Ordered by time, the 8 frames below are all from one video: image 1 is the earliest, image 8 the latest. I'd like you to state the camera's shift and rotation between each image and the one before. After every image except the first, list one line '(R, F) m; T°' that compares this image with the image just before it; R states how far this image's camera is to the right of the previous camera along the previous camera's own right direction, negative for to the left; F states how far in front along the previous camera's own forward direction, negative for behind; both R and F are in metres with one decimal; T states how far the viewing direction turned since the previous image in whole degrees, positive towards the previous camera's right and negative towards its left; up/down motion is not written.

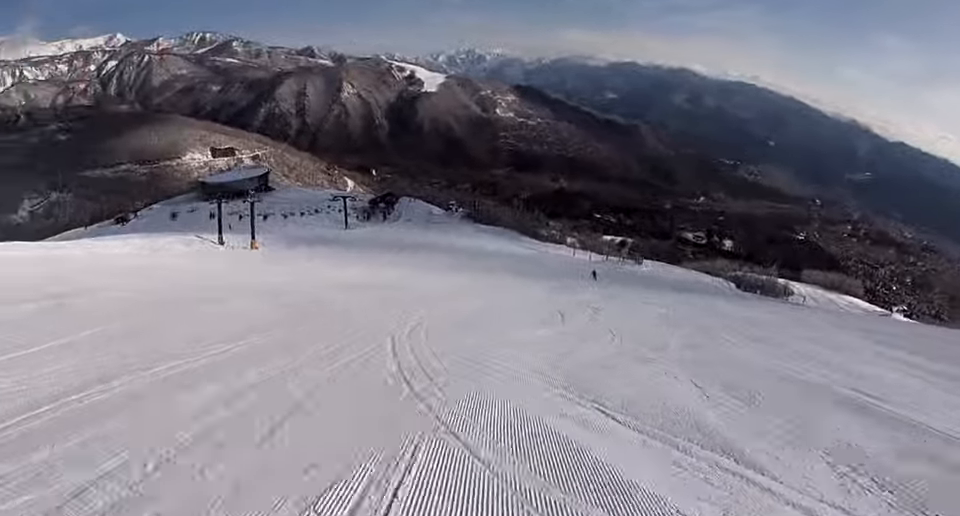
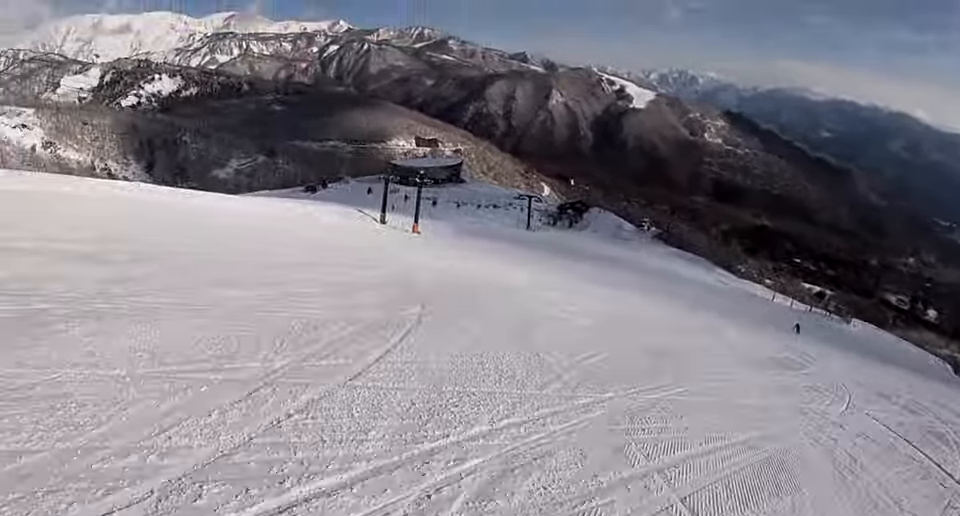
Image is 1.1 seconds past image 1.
(-2.1, +11.4) m; -11°
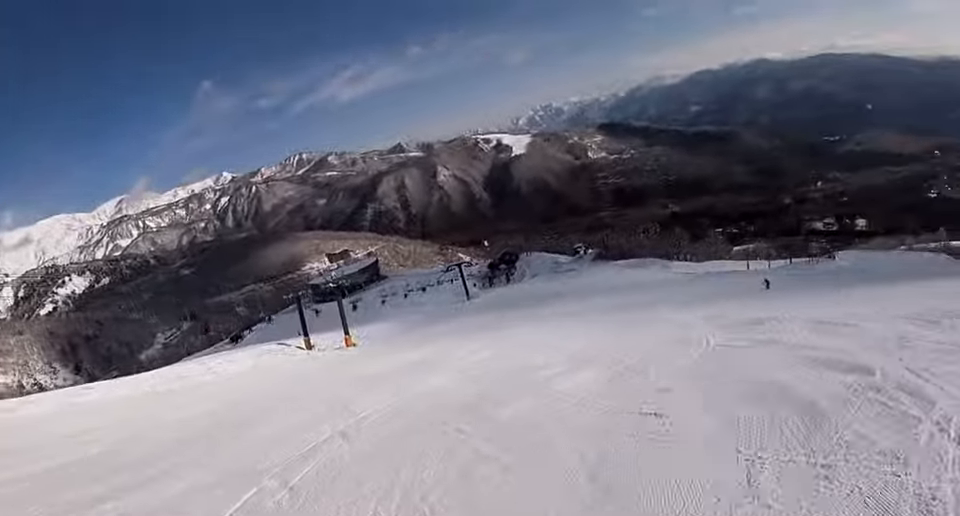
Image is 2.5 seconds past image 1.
(+1.2, +15.8) m; +15°
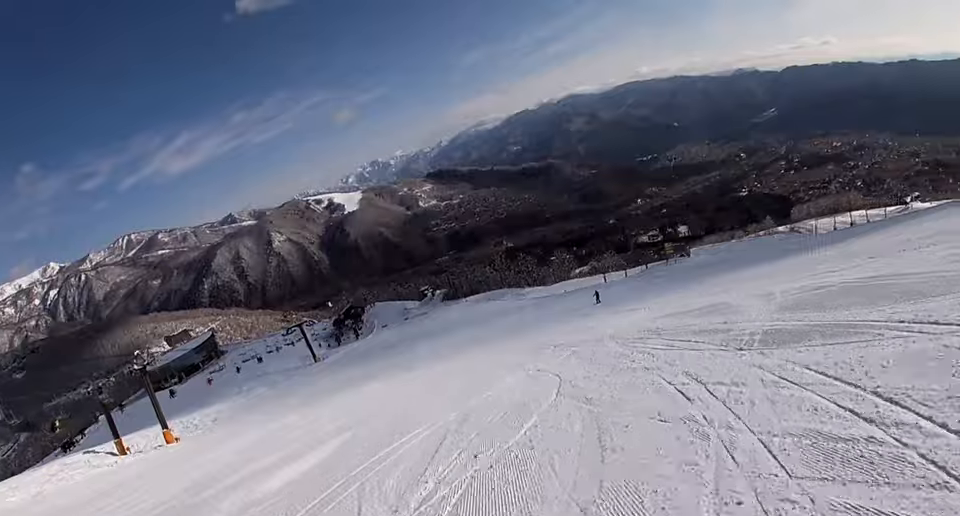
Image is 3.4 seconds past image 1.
(+1.1, +11.2) m; +3°
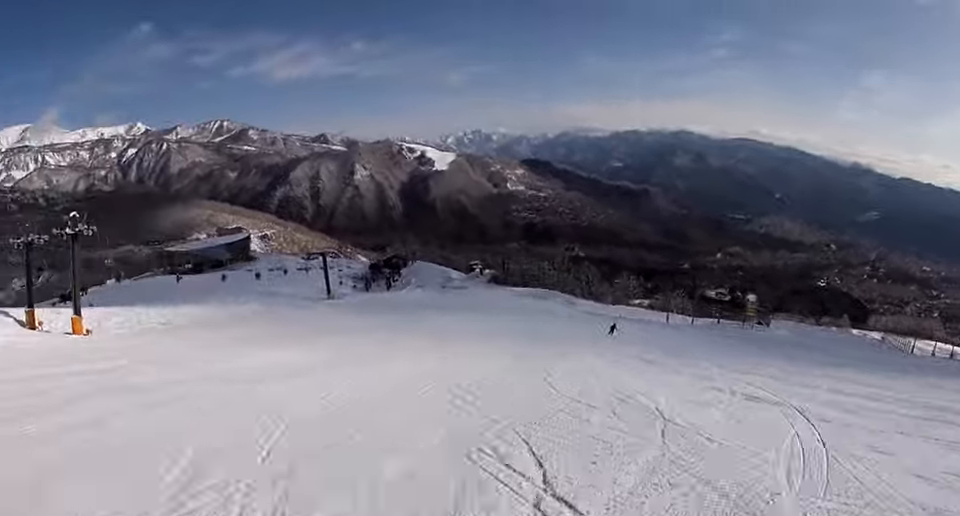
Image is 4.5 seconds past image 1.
(-0.4, +14.0) m; -6°
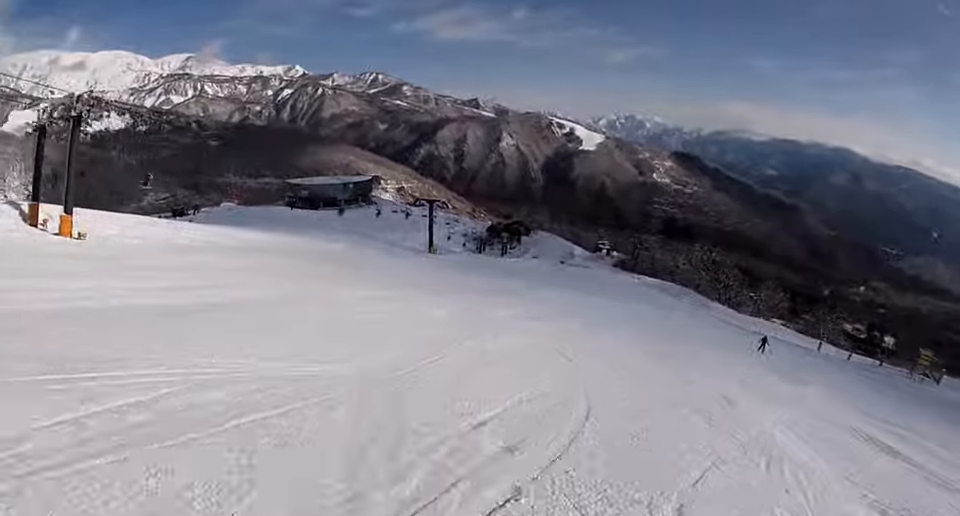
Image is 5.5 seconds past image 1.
(-0.9, +13.3) m; -12°
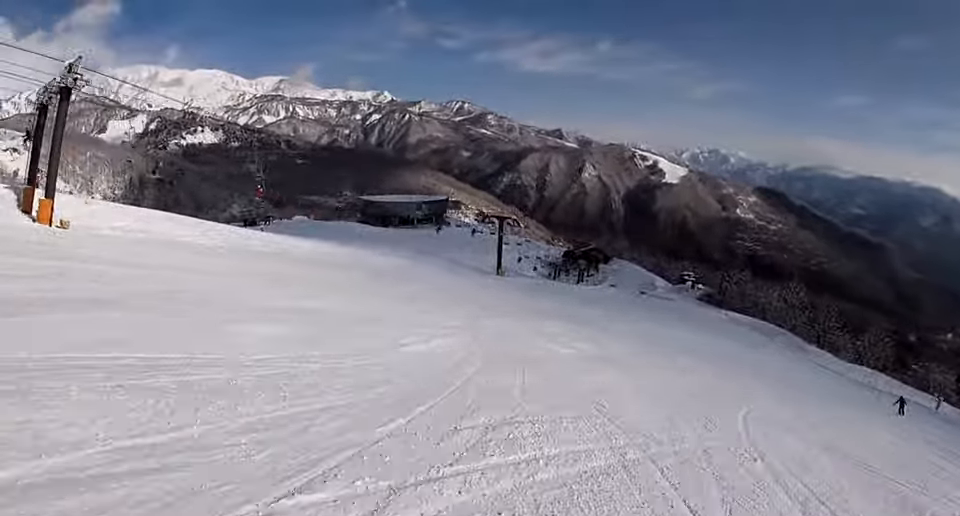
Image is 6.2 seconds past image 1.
(-0.9, +8.4) m; -10°
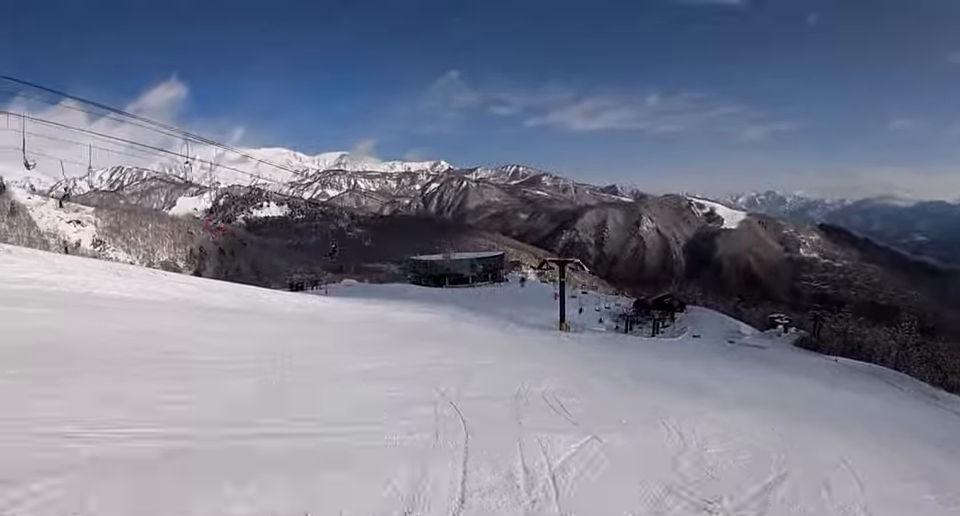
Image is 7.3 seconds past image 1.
(-2.0, +13.6) m; -12°
